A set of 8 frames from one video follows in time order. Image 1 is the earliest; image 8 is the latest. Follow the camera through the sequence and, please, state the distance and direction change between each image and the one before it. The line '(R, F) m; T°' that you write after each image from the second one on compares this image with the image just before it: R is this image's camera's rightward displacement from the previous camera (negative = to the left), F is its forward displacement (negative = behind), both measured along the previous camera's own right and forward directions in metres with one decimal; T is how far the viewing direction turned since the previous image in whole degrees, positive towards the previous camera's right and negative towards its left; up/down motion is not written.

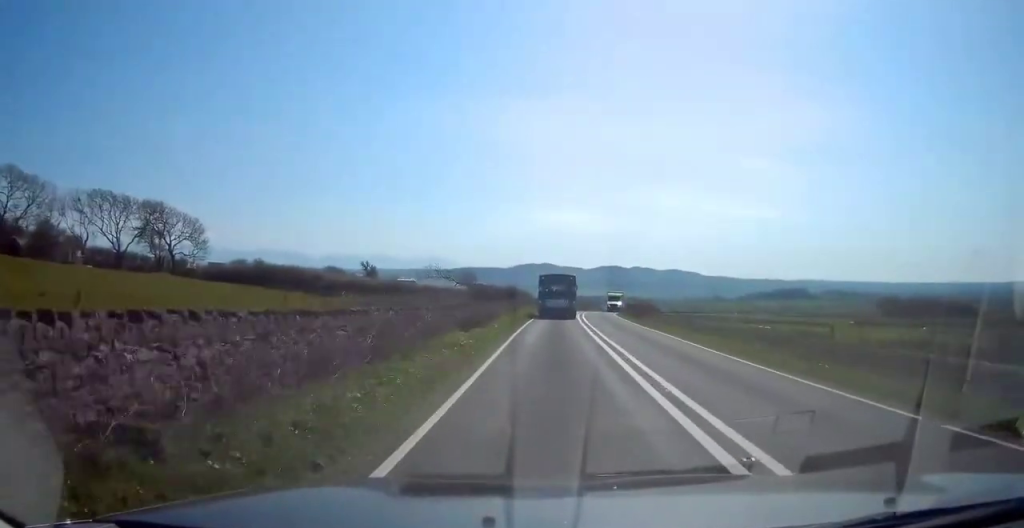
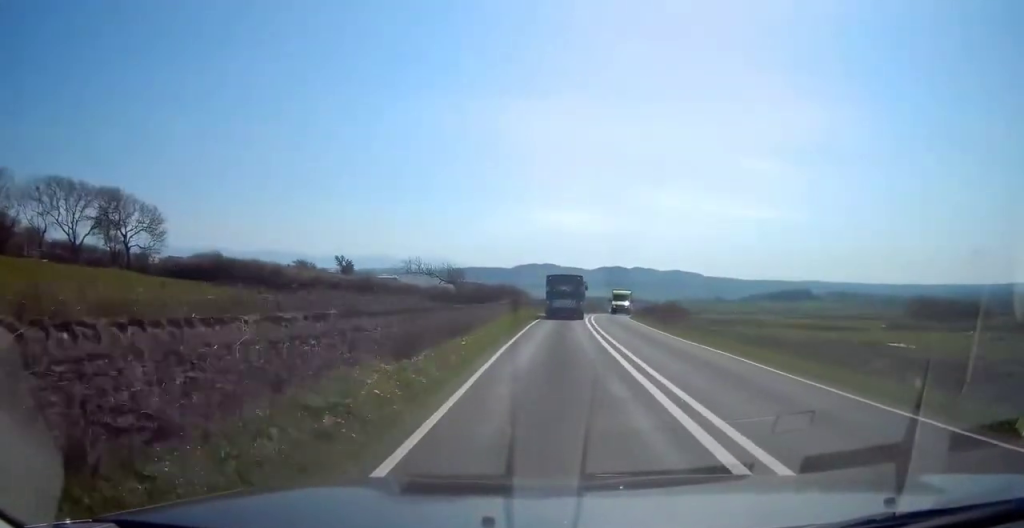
(+0.2, +9.8) m; 0°
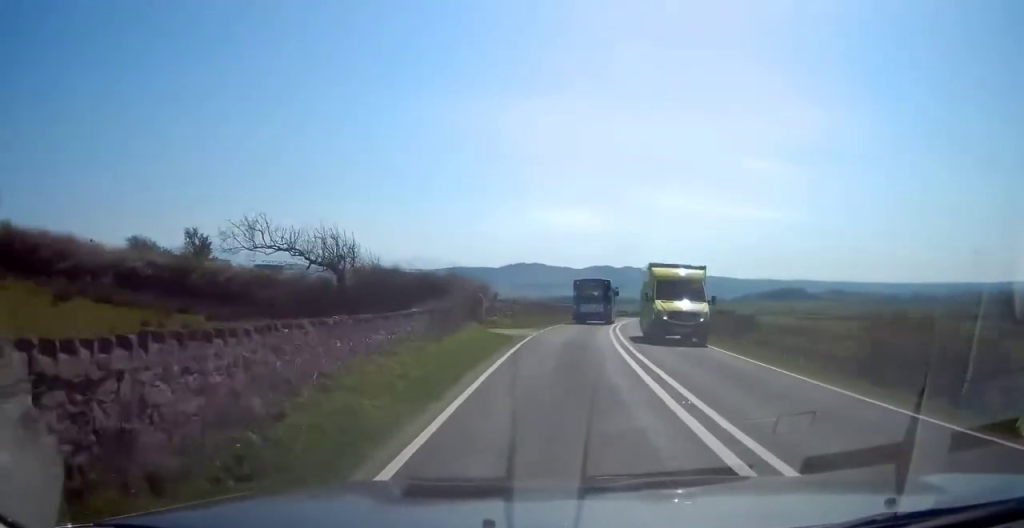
(+0.1, +27.0) m; +2°
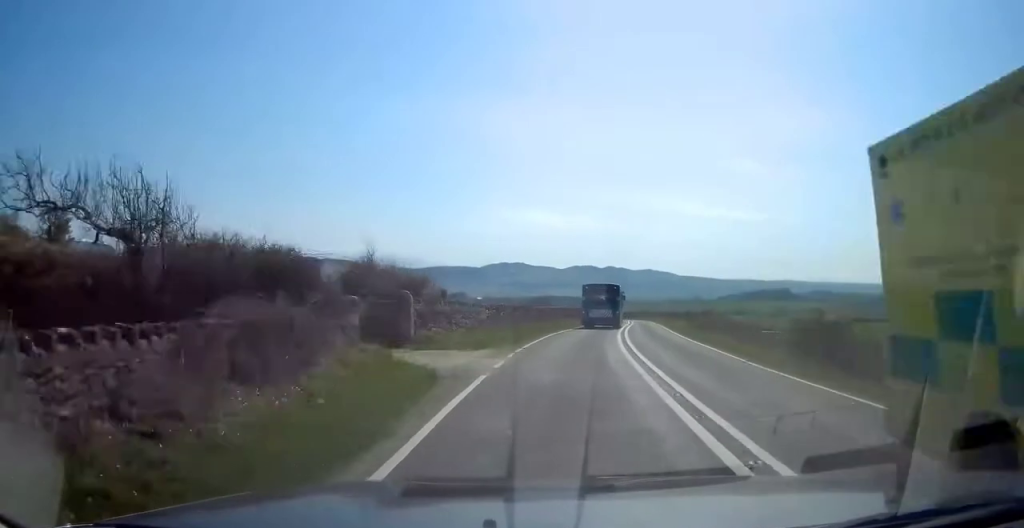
(+0.3, +12.6) m; +1°
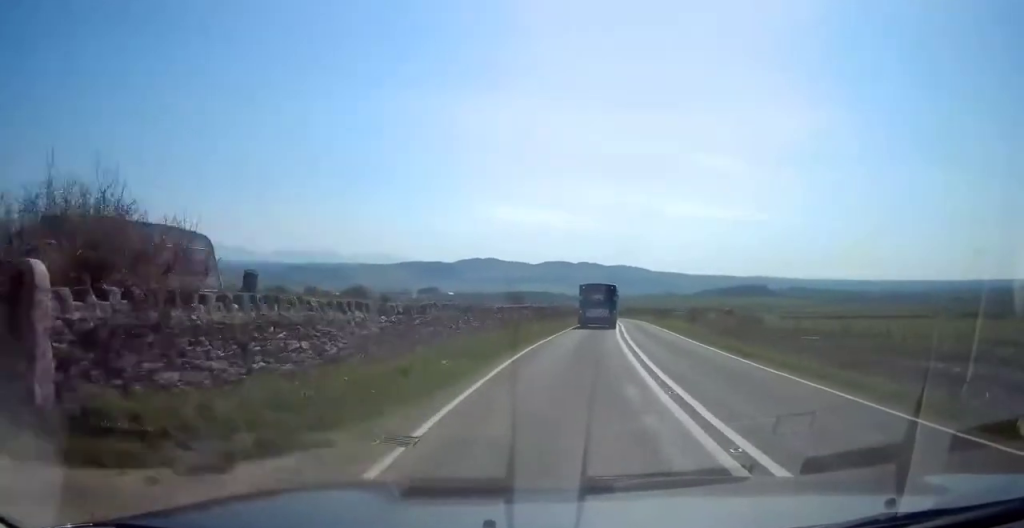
(+0.1, +13.3) m; +1°
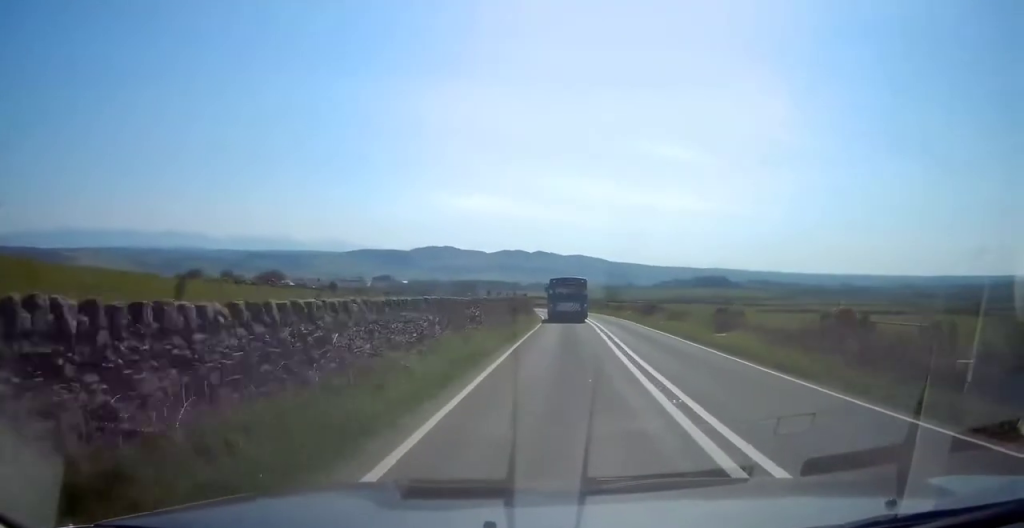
(+0.2, +19.4) m; +1°
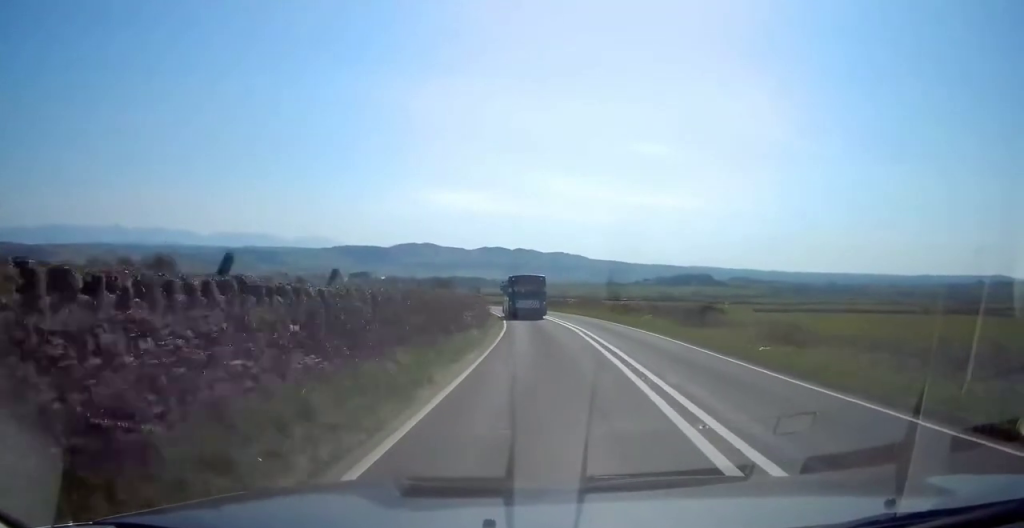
(+0.2, +24.8) m; +1°
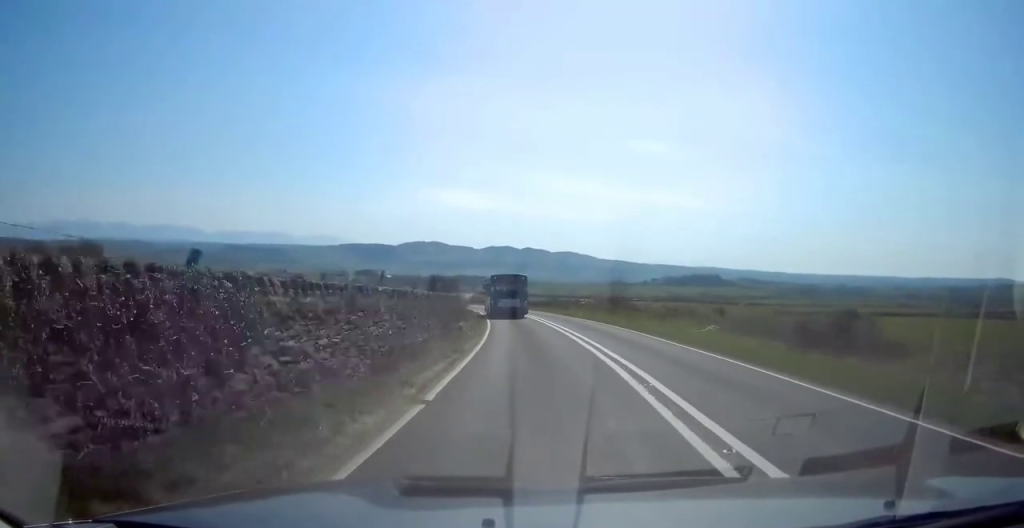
(0.0, +14.8) m; 0°
